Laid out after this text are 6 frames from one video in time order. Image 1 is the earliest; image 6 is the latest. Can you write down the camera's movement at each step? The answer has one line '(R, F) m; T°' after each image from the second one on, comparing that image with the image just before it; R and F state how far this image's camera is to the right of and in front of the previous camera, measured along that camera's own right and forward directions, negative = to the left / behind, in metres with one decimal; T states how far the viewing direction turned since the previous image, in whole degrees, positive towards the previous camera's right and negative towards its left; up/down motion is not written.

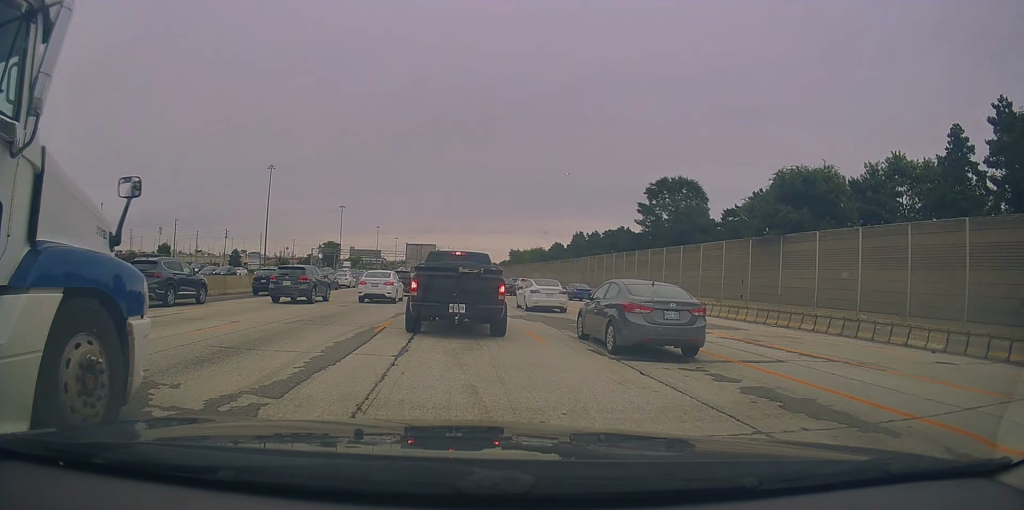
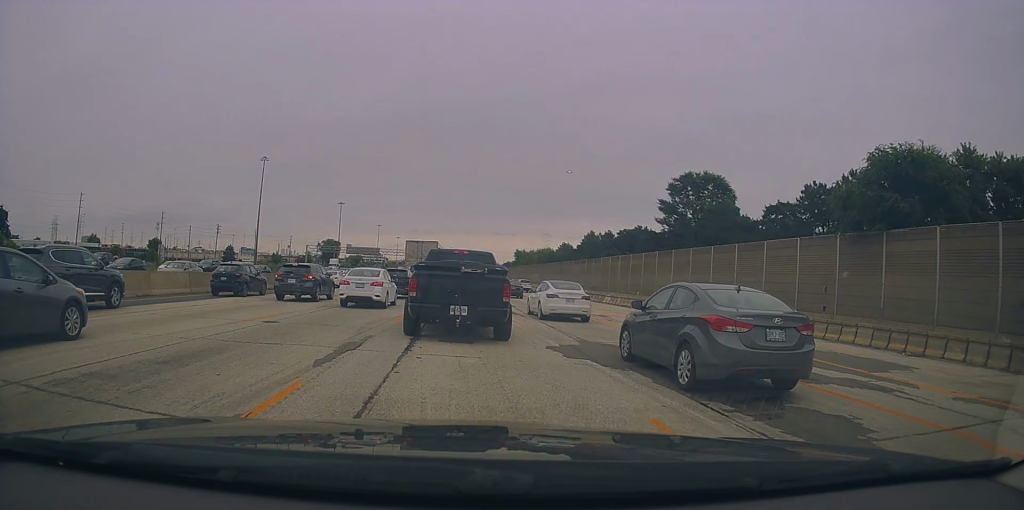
(-0.1, +9.3) m; -2°
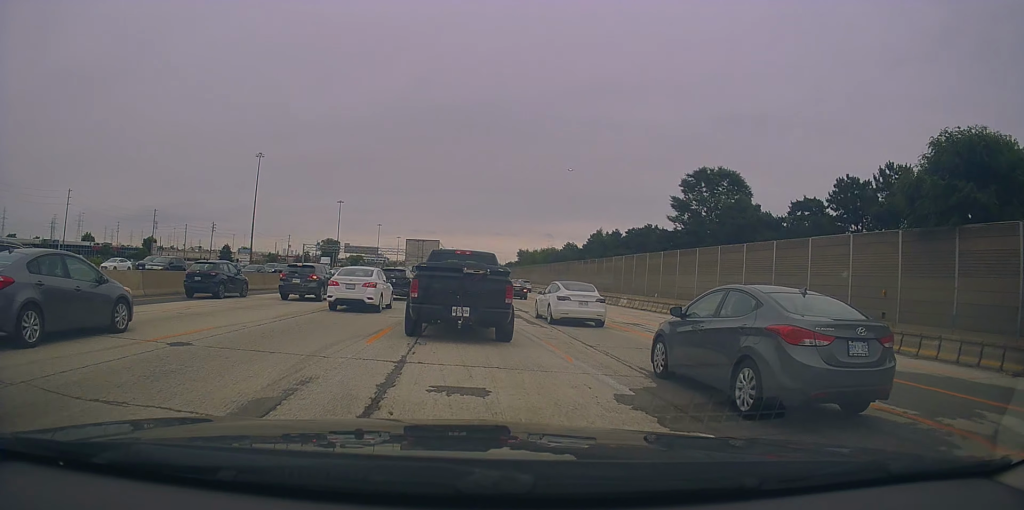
(0.0, +5.0) m; 0°
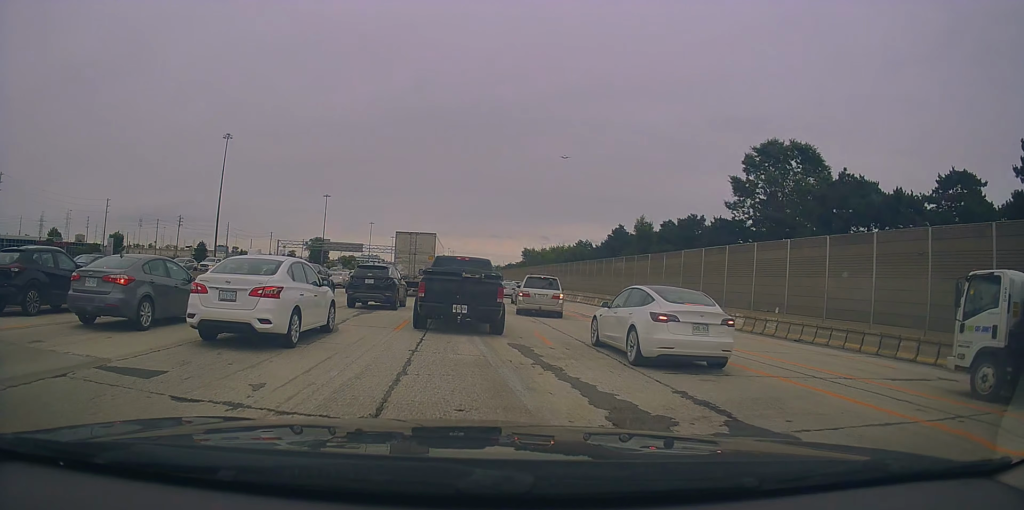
(+0.2, +21.1) m; -1°
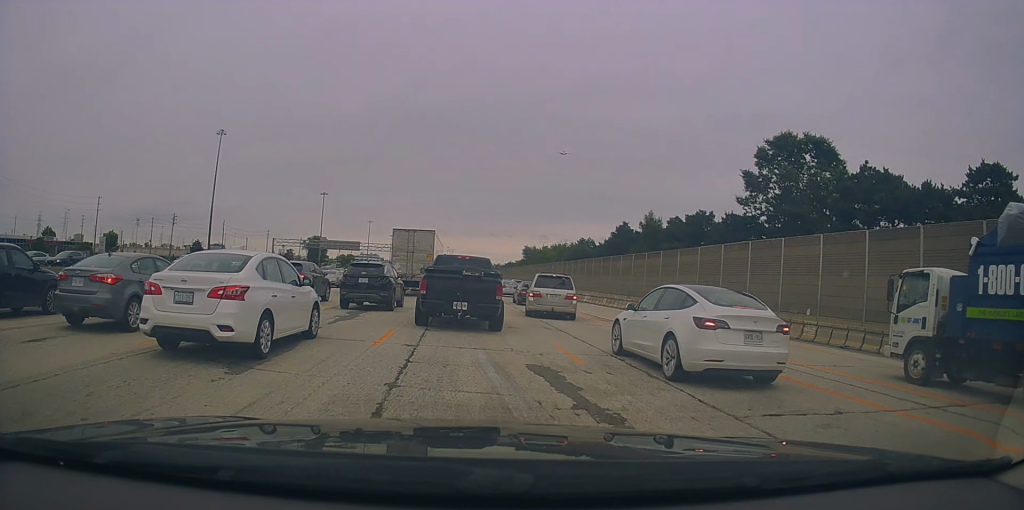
(0.0, +3.3) m; 0°
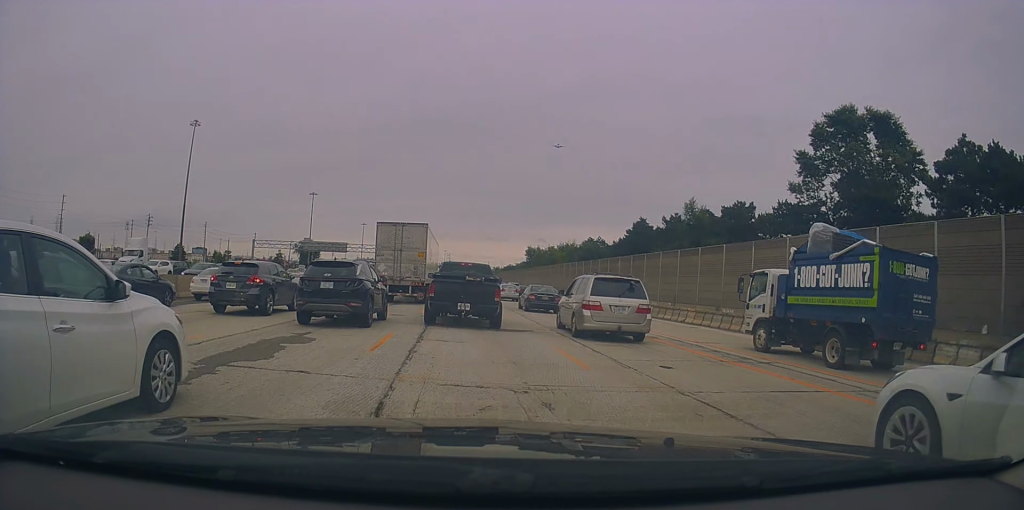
(+0.1, +12.2) m; +1°
